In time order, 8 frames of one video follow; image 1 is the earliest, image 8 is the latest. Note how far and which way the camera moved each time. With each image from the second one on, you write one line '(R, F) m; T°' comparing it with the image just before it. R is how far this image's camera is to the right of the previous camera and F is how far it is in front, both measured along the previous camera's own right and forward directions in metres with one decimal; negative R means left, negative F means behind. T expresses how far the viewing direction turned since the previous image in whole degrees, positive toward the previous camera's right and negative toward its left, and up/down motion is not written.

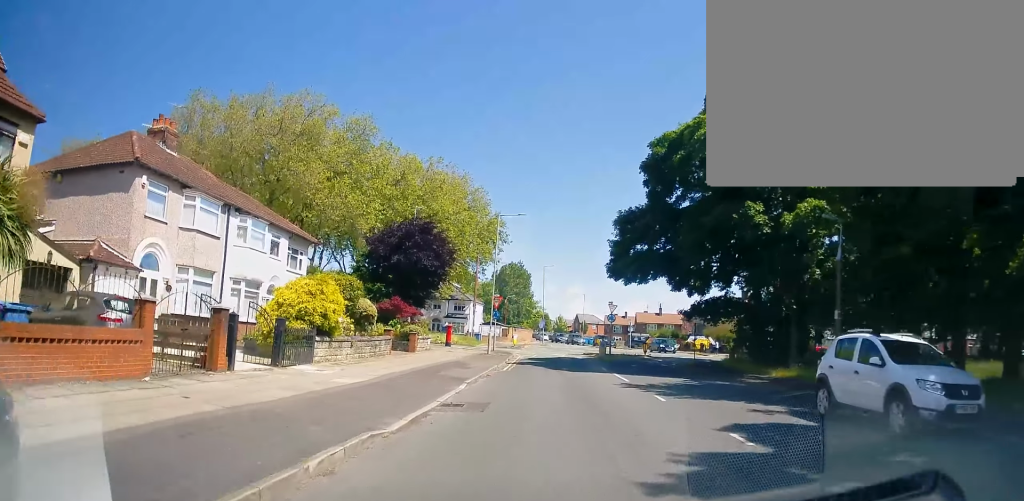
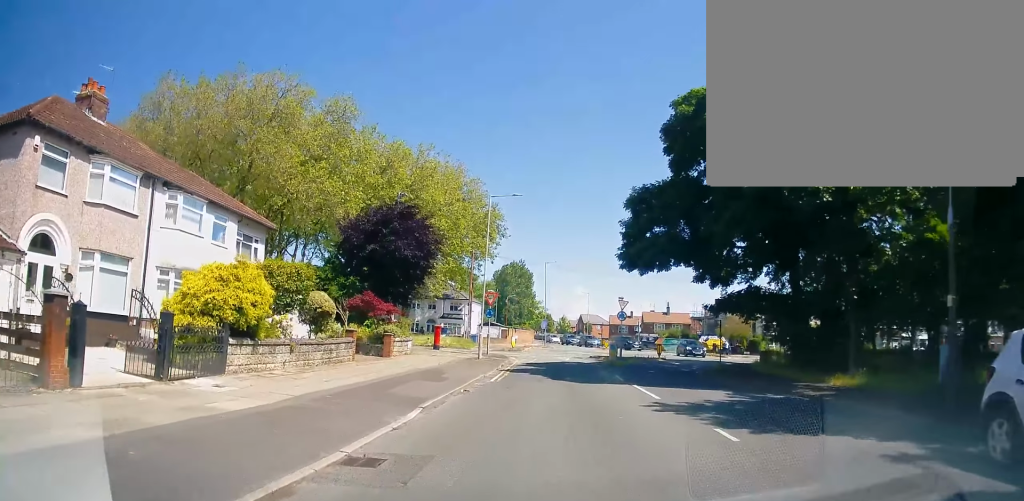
(-0.1, +5.0) m; -2°
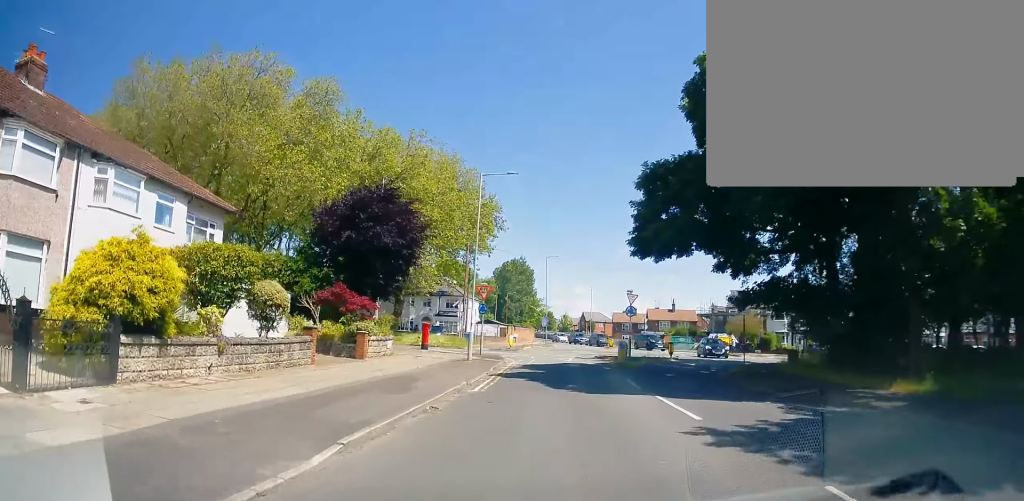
(-0.1, +3.8) m; 0°
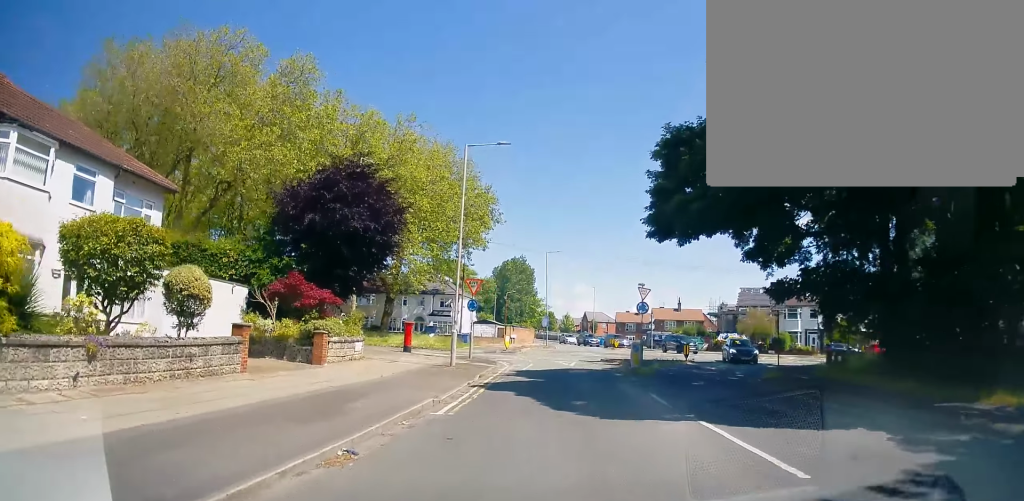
(0.0, +4.2) m; 0°
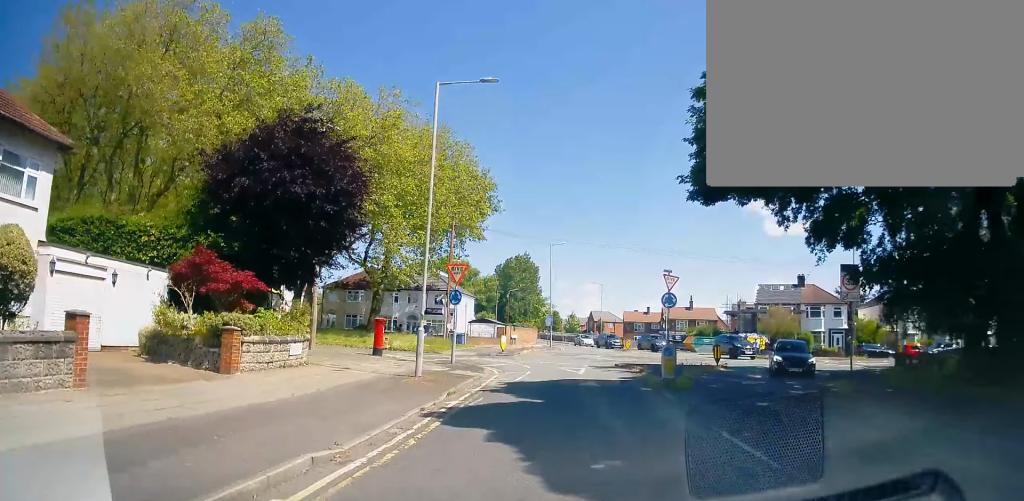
(+0.1, +5.7) m; +1°
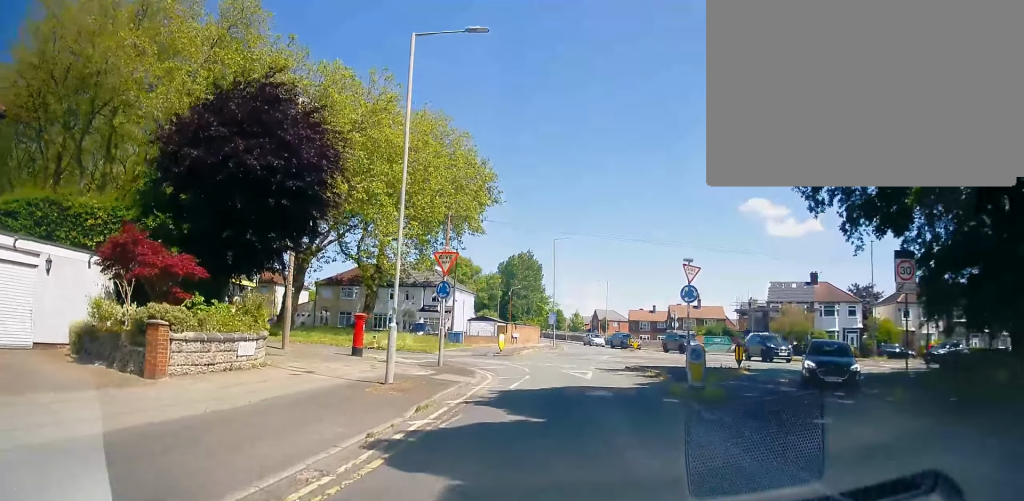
(0.0, +3.0) m; 0°
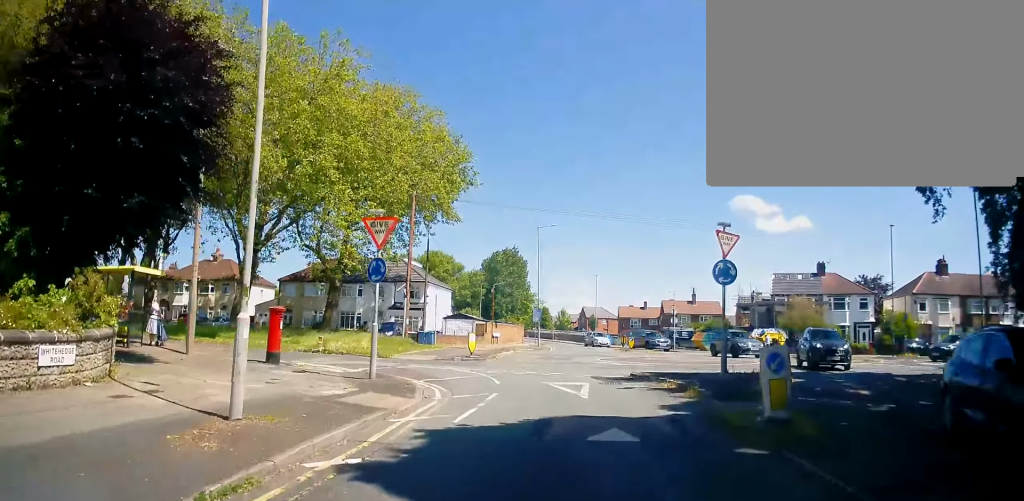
(0.0, +6.0) m; +1°
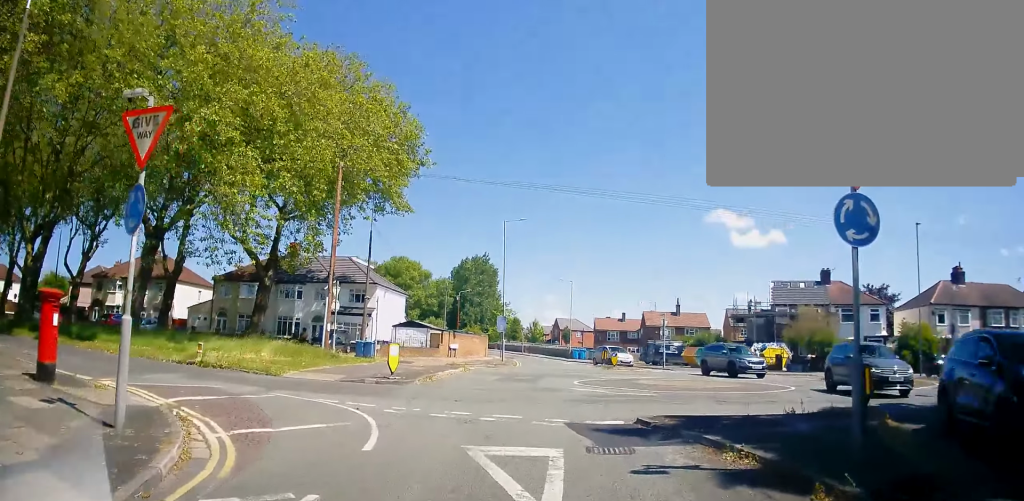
(+0.2, +8.1) m; +3°
